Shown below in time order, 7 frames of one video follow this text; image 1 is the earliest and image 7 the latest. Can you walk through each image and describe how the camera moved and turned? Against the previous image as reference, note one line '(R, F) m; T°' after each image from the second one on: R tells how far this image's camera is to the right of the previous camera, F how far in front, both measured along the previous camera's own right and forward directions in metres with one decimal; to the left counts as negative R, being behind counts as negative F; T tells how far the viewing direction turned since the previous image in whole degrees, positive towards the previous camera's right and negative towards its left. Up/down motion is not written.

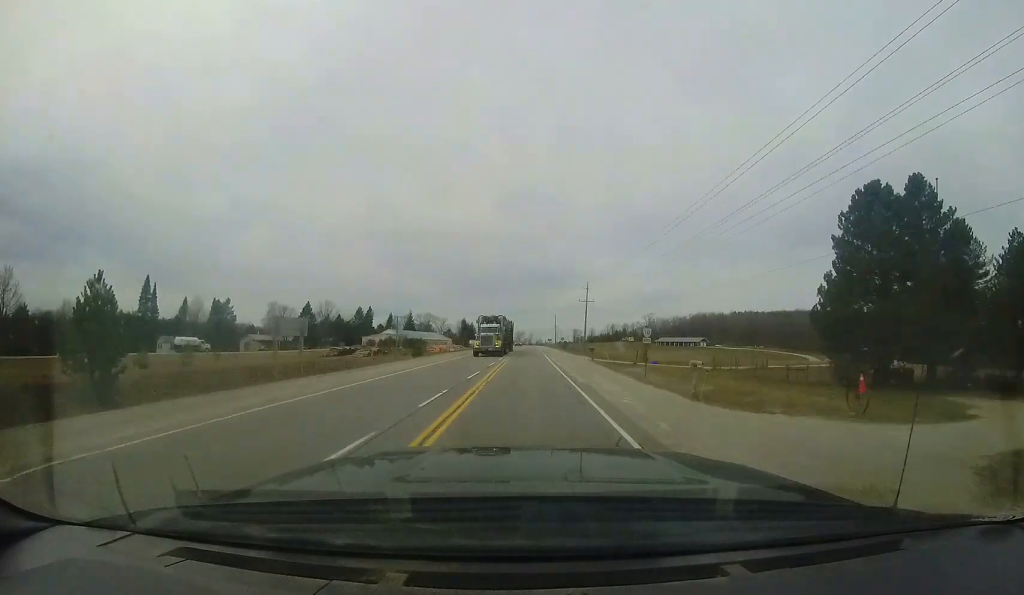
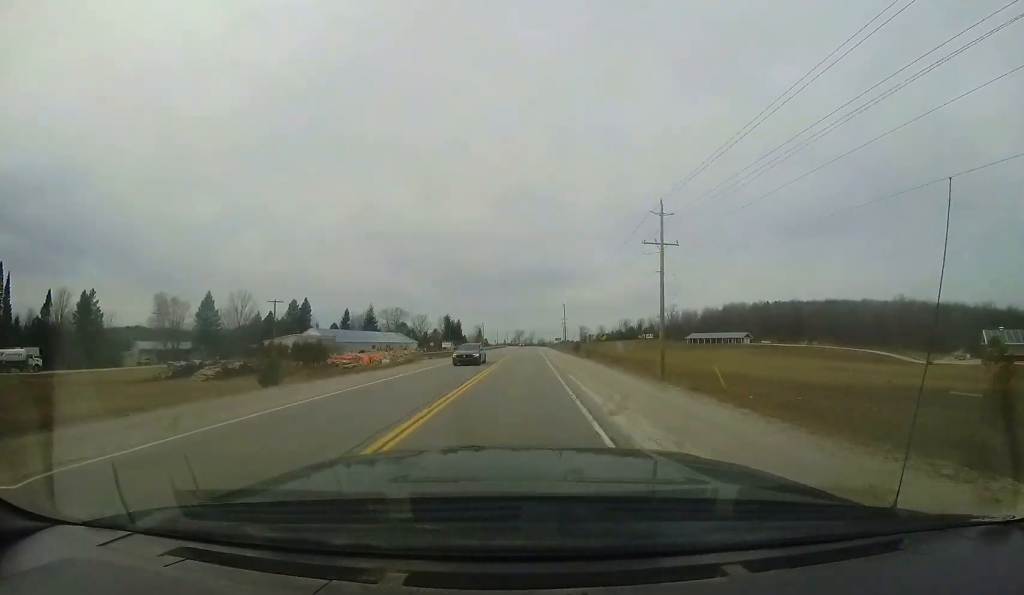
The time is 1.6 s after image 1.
(+1.4, +43.7) m; +2°
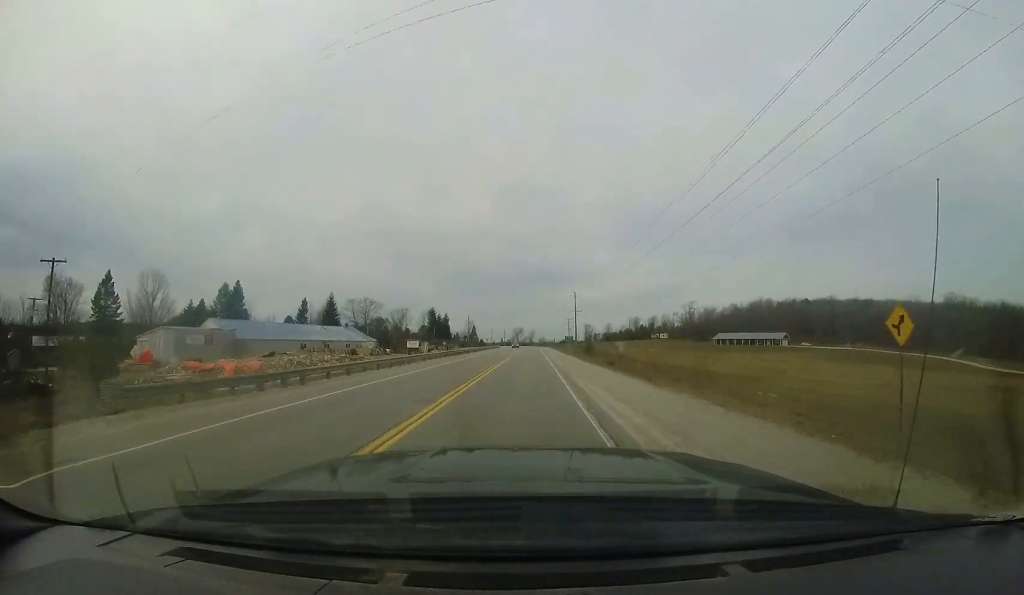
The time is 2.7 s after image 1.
(0.0, +27.6) m; 0°
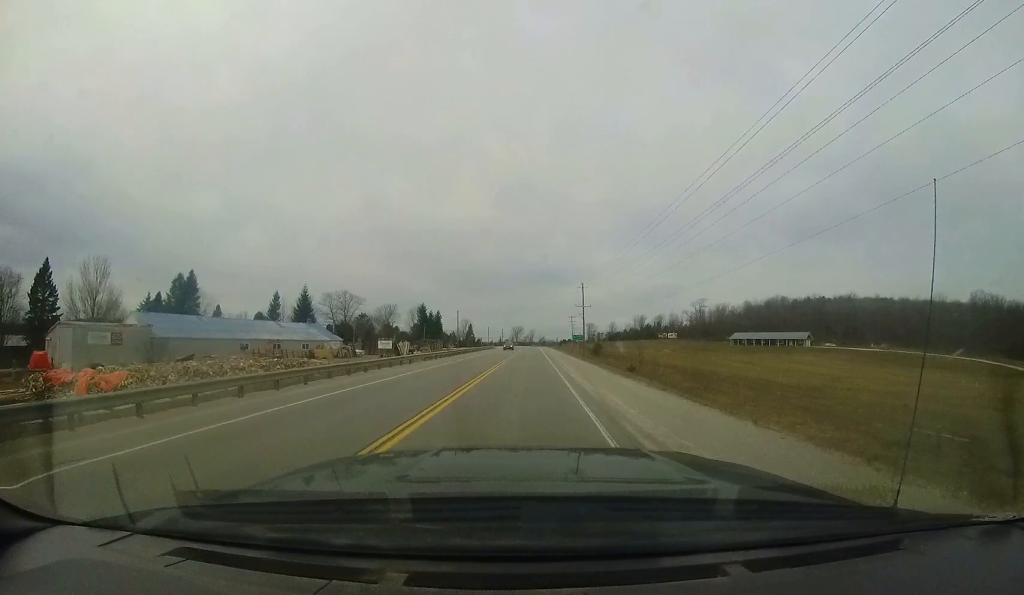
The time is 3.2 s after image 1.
(0.0, +13.4) m; 0°
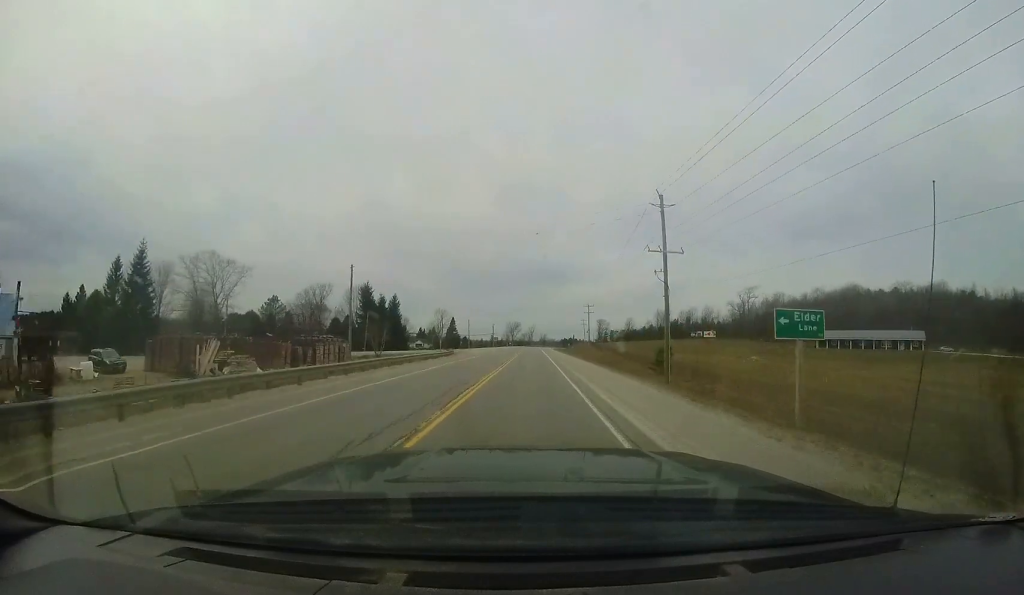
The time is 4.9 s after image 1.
(0.0, +46.3) m; 0°
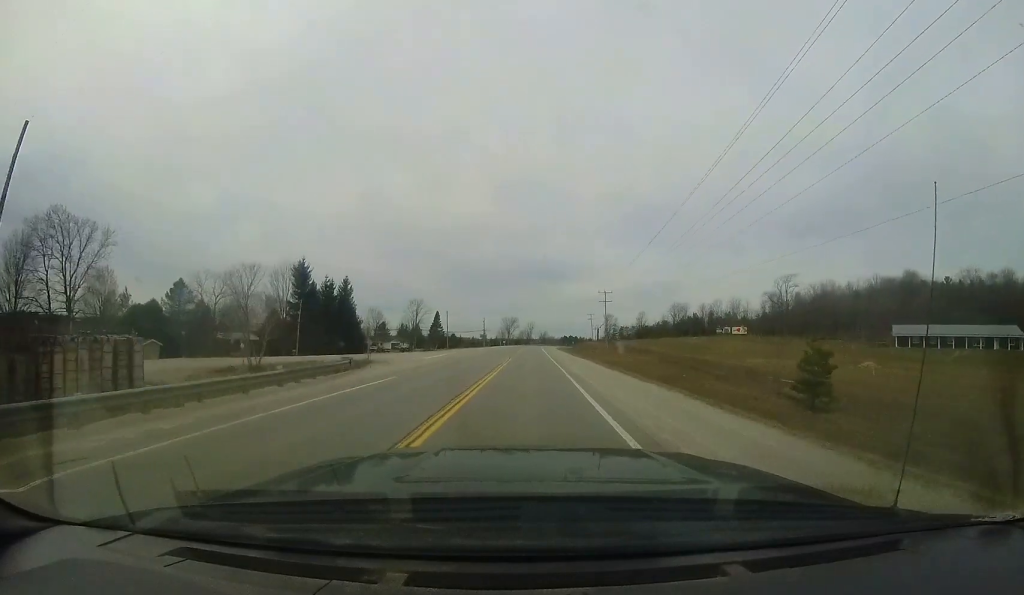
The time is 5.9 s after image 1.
(0.0, +25.9) m; 0°
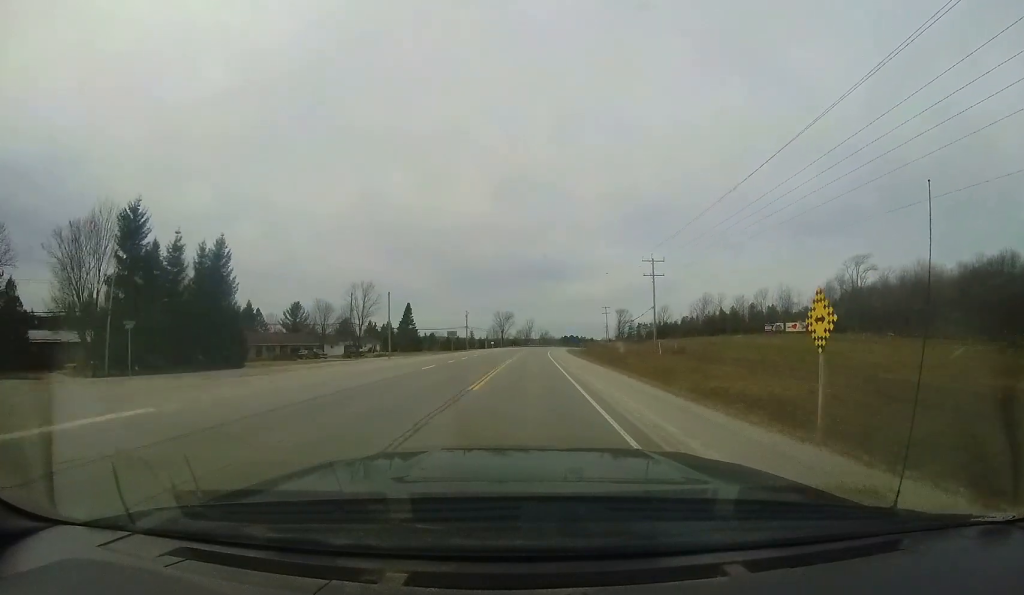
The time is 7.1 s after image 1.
(0.0, +33.0) m; +1°
